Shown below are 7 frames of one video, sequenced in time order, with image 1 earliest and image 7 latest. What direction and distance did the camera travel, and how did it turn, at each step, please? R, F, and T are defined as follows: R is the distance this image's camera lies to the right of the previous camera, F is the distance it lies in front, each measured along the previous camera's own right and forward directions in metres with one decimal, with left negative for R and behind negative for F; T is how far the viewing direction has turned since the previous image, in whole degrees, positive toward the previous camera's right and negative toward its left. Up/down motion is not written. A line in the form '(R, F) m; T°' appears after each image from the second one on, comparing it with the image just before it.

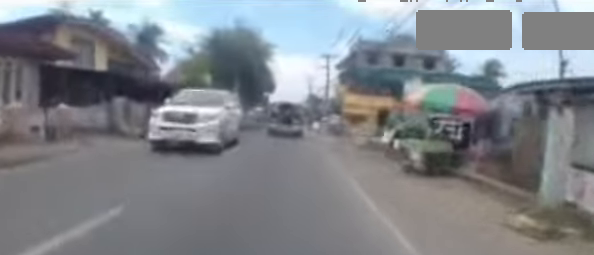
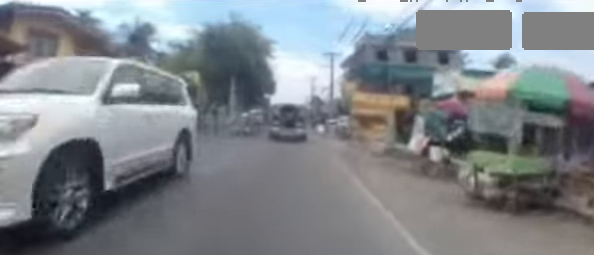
(0.0, +2.8) m; -1°
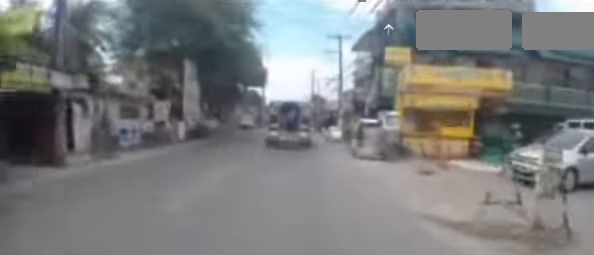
(0.0, +10.8) m; +5°
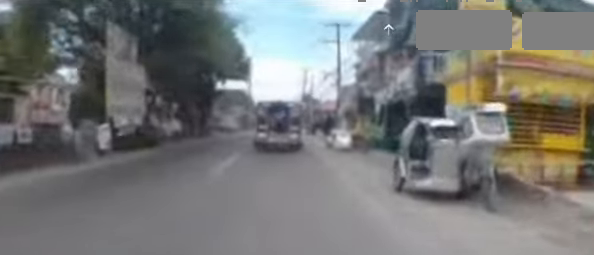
(+0.2, +6.3) m; +5°
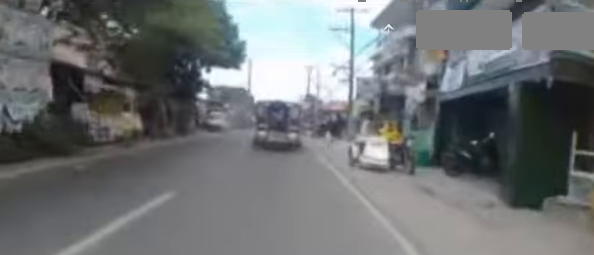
(+0.4, +5.5) m; 0°
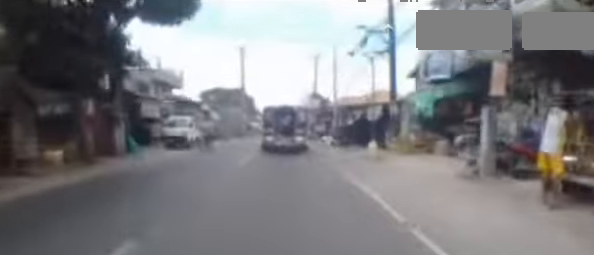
(-0.9, +10.4) m; -5°
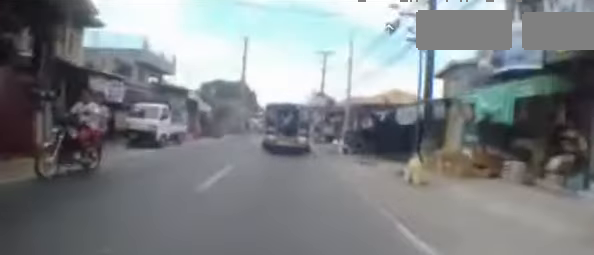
(0.0, +4.3) m; +2°
